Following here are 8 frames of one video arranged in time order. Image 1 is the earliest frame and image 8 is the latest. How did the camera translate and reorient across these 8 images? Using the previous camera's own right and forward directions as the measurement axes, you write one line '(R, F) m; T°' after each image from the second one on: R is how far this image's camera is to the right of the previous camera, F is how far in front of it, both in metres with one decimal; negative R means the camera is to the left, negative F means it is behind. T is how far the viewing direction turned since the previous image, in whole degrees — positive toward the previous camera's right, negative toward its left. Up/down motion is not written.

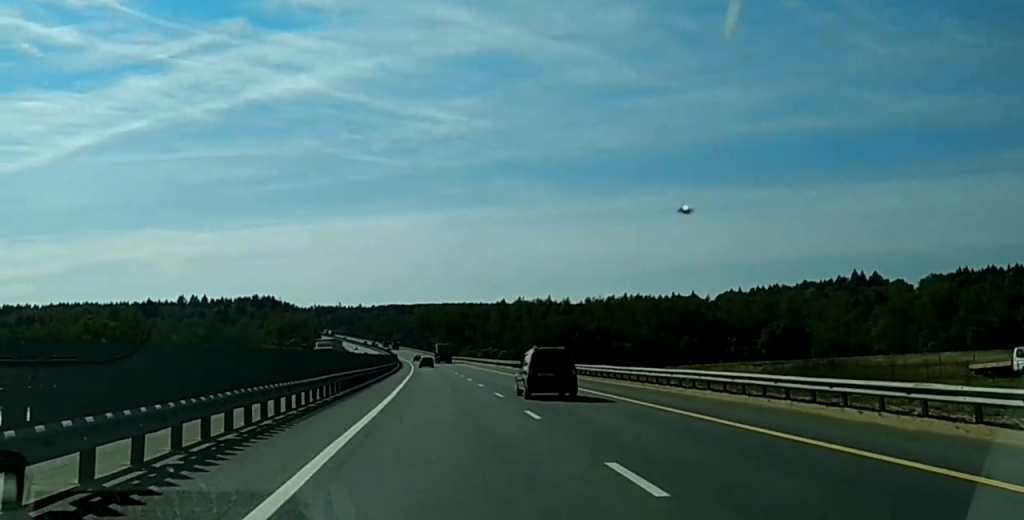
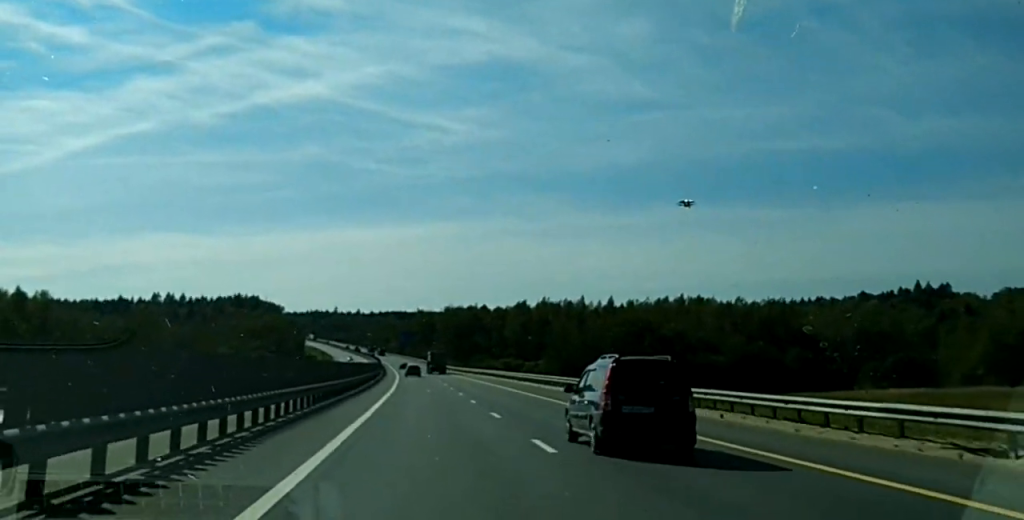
(-0.3, +74.4) m; -1°
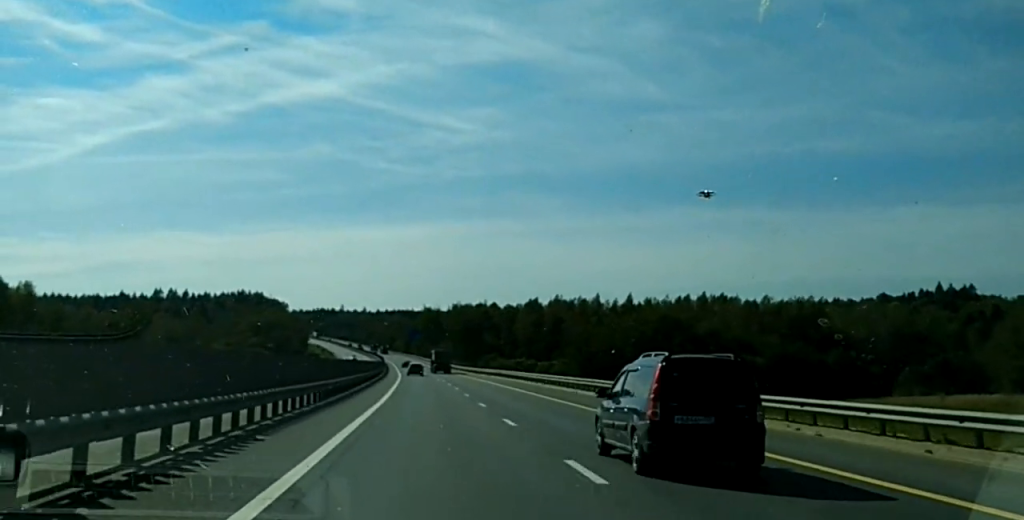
(0.0, +18.1) m; 0°
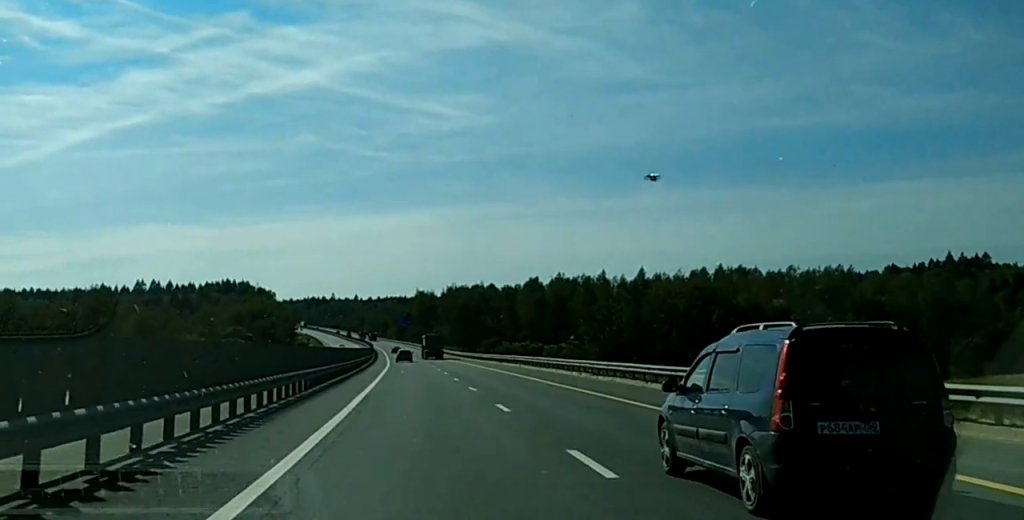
(0.0, +26.2) m; 0°
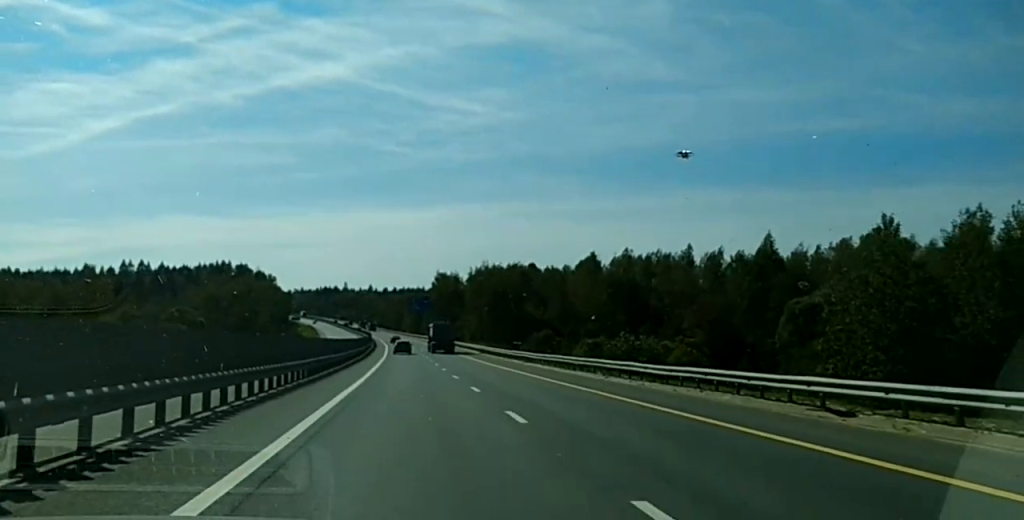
(-1.4, +93.4) m; -2°
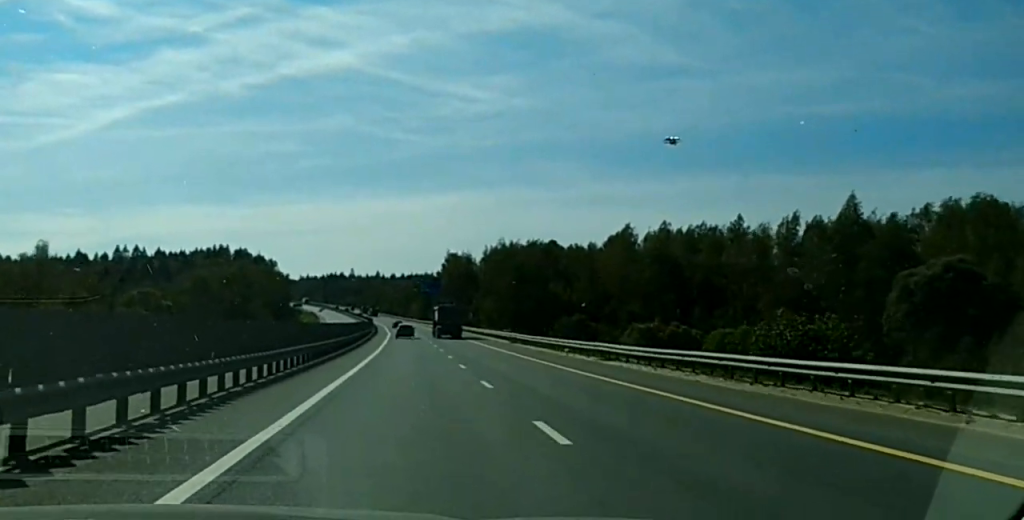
(-0.4, +35.7) m; -1°
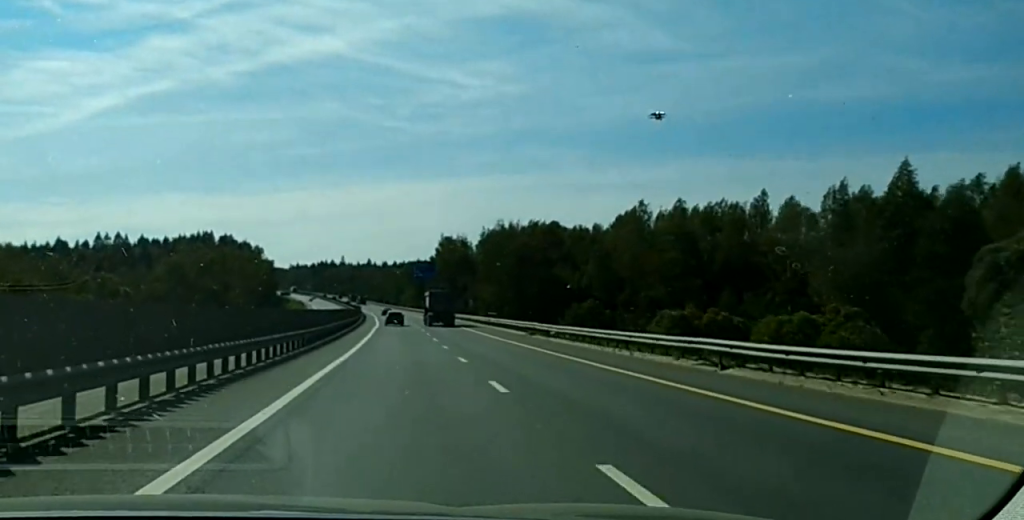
(-0.1, +18.6) m; 0°
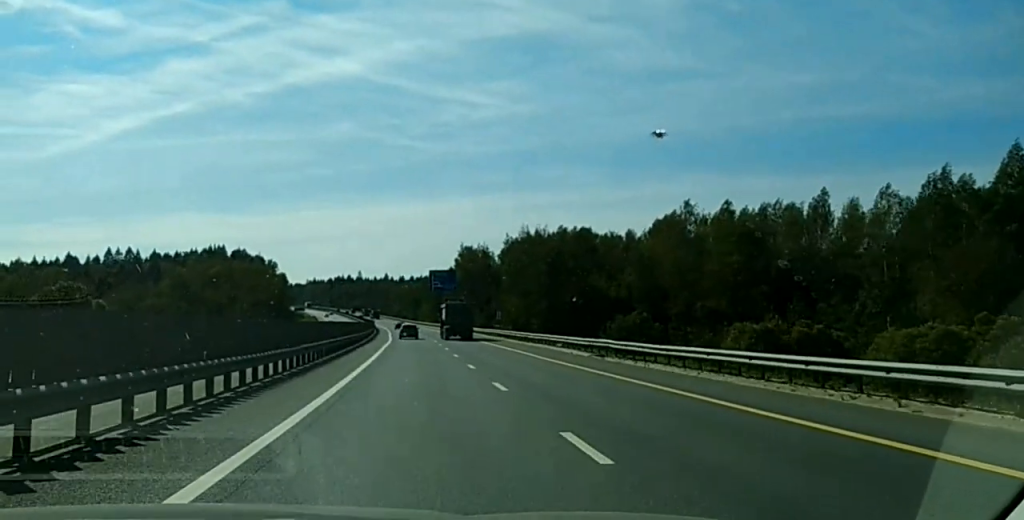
(-0.2, +21.6) m; 0°
